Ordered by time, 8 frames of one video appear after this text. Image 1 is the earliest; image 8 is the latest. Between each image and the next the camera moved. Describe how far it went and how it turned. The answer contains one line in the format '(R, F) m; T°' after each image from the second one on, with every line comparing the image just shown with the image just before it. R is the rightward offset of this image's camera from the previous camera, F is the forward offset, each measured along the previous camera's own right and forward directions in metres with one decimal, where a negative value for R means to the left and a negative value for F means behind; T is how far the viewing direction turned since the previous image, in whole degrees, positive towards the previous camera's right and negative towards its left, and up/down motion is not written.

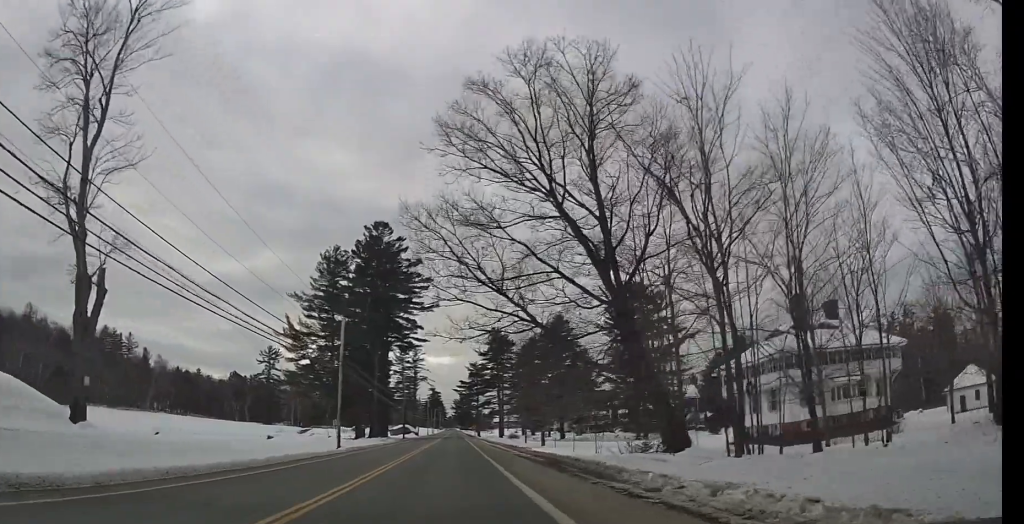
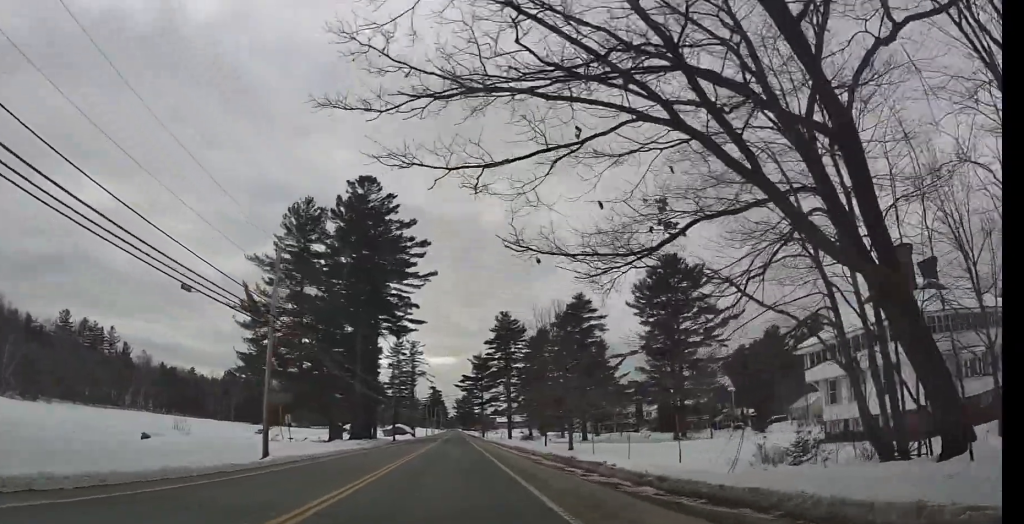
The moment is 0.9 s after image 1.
(+0.2, +13.9) m; +1°
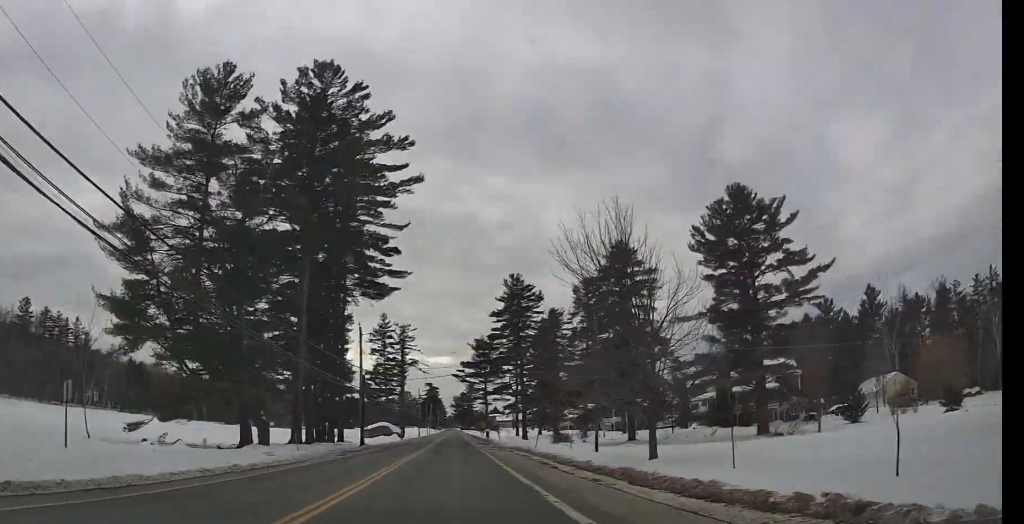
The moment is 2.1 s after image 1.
(+0.3, +19.3) m; +1°
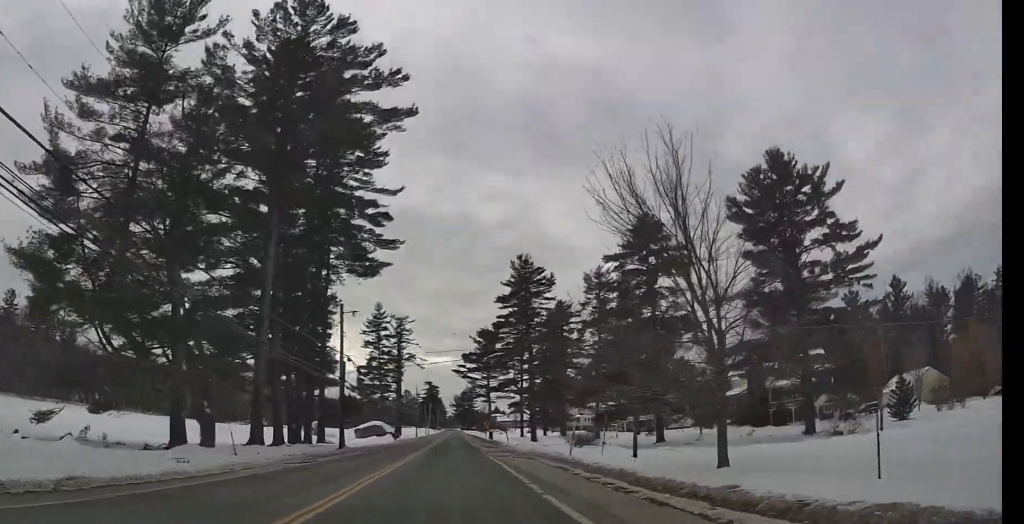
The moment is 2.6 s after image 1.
(+0.3, +10.3) m; 0°
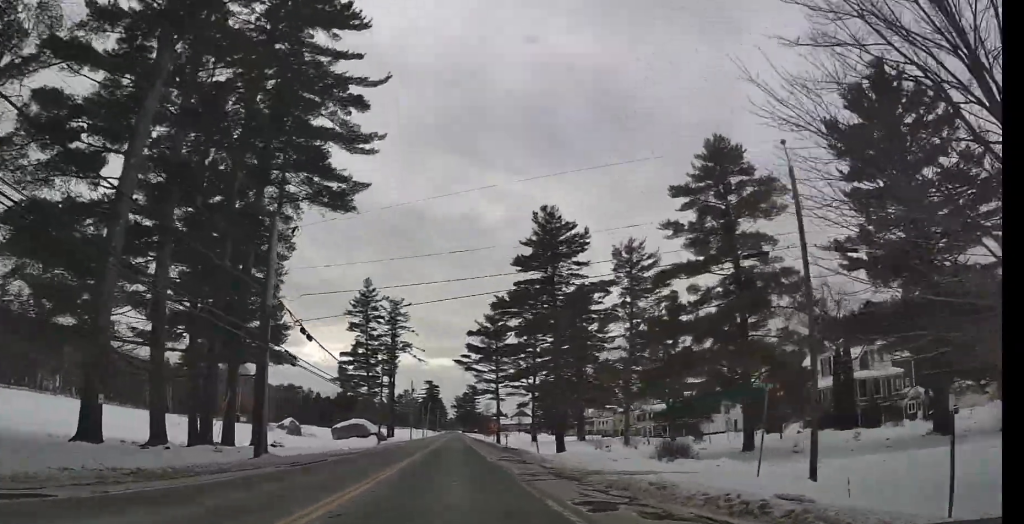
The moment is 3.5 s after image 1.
(-0.6, +18.6) m; -1°
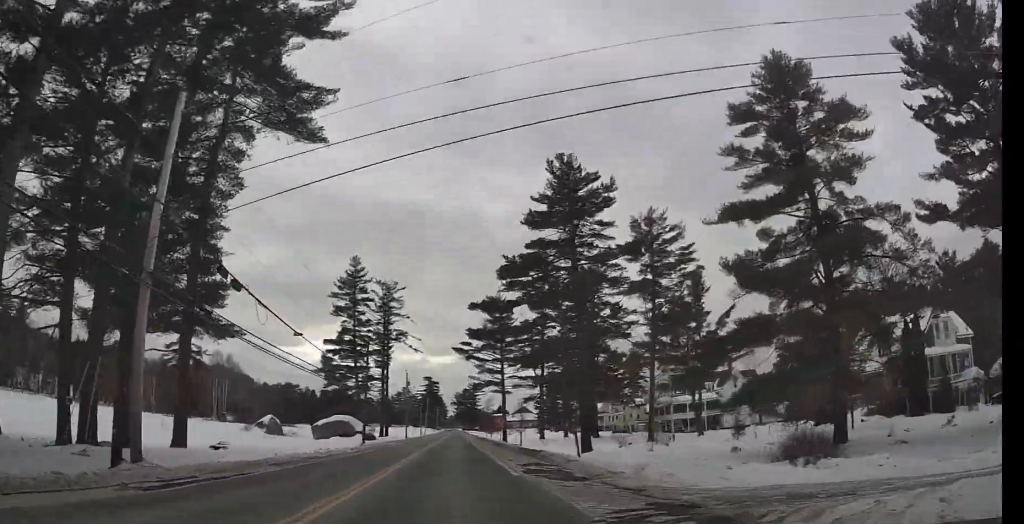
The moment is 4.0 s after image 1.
(0.0, +10.7) m; 0°
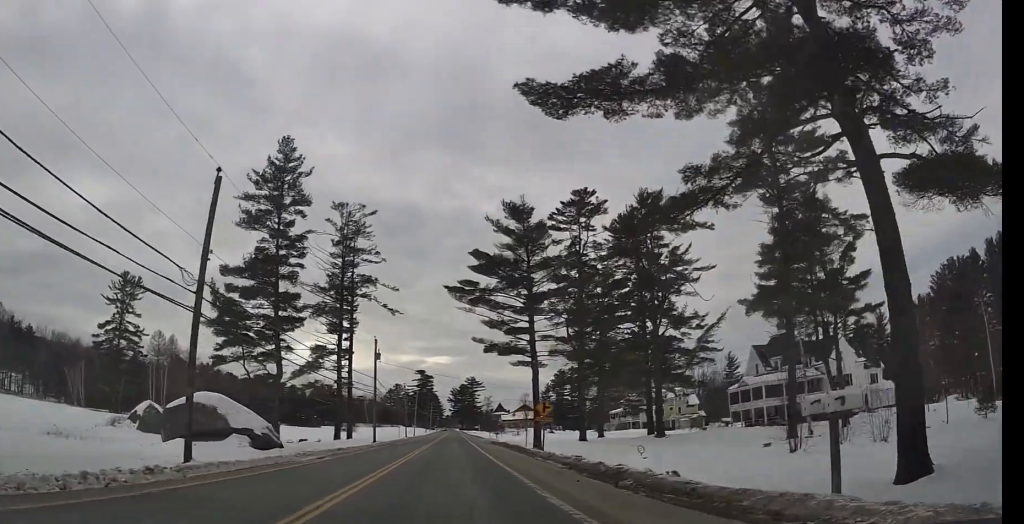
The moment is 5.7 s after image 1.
(+0.3, +33.6) m; 0°
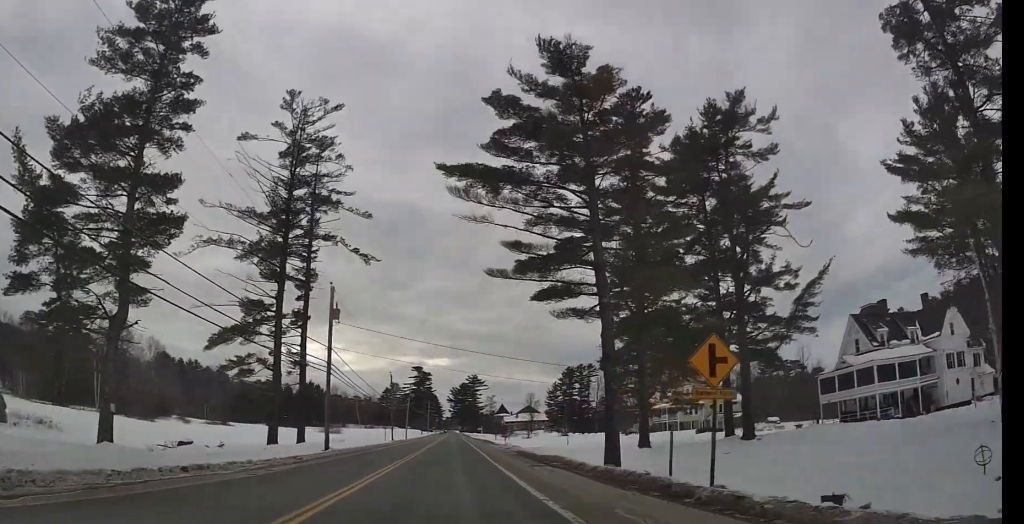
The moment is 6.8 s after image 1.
(0.0, +21.4) m; +1°
